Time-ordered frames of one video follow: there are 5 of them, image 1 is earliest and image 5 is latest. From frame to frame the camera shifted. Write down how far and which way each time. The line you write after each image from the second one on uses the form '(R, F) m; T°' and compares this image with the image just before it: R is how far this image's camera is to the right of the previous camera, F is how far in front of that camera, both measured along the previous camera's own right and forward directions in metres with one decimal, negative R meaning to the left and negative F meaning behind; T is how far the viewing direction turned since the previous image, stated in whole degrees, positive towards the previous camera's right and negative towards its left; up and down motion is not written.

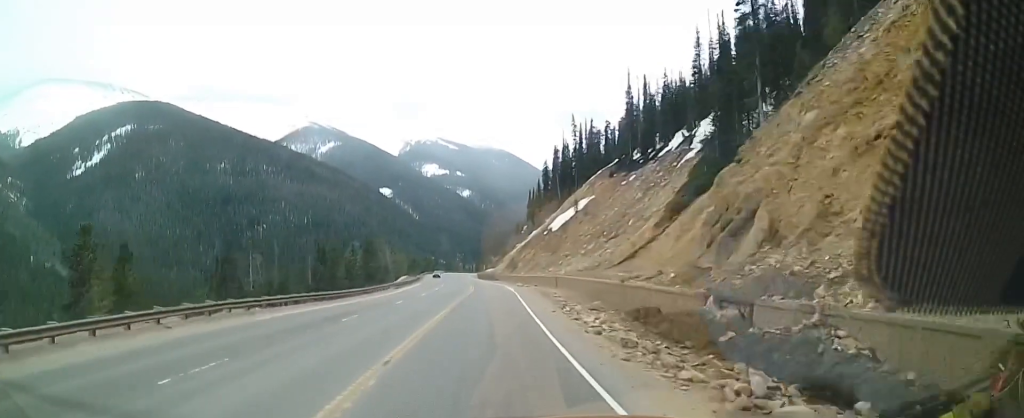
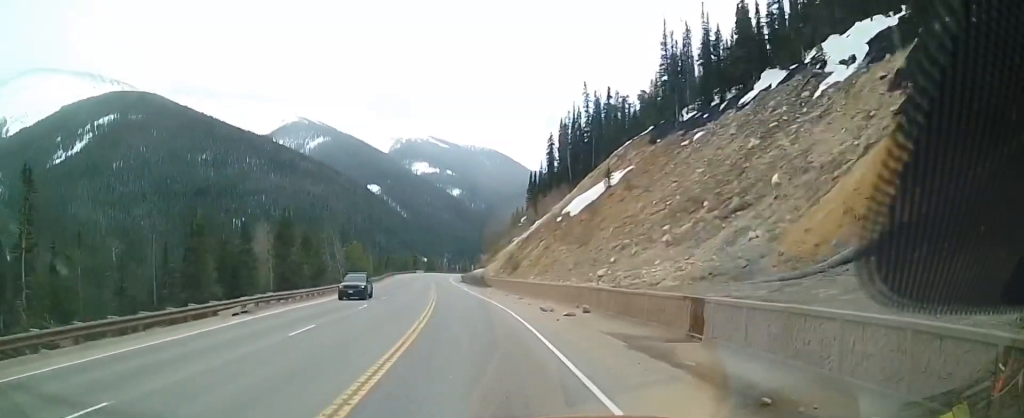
(+1.0, +39.7) m; +1°
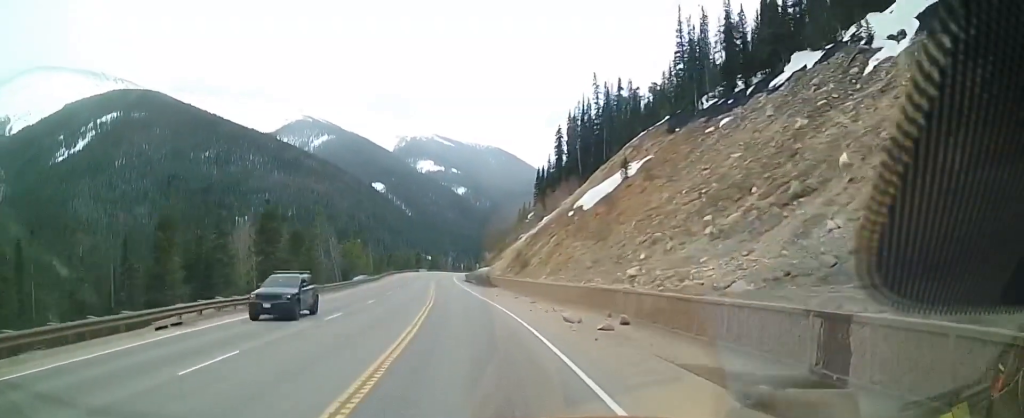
(+0.1, +6.8) m; -1°
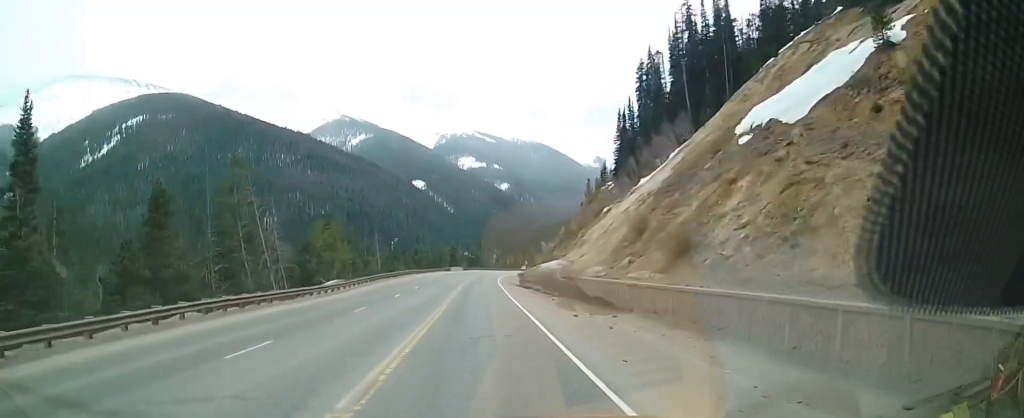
(-0.9, +46.7) m; 0°
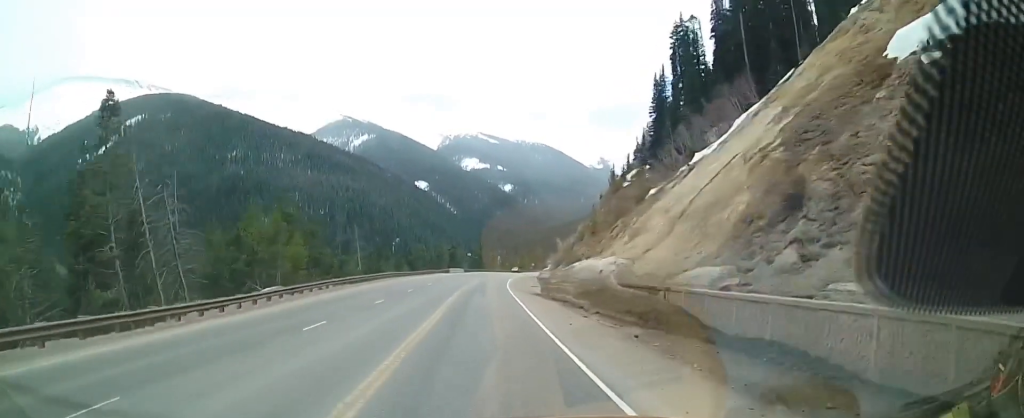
(0.0, +20.3) m; -4°
